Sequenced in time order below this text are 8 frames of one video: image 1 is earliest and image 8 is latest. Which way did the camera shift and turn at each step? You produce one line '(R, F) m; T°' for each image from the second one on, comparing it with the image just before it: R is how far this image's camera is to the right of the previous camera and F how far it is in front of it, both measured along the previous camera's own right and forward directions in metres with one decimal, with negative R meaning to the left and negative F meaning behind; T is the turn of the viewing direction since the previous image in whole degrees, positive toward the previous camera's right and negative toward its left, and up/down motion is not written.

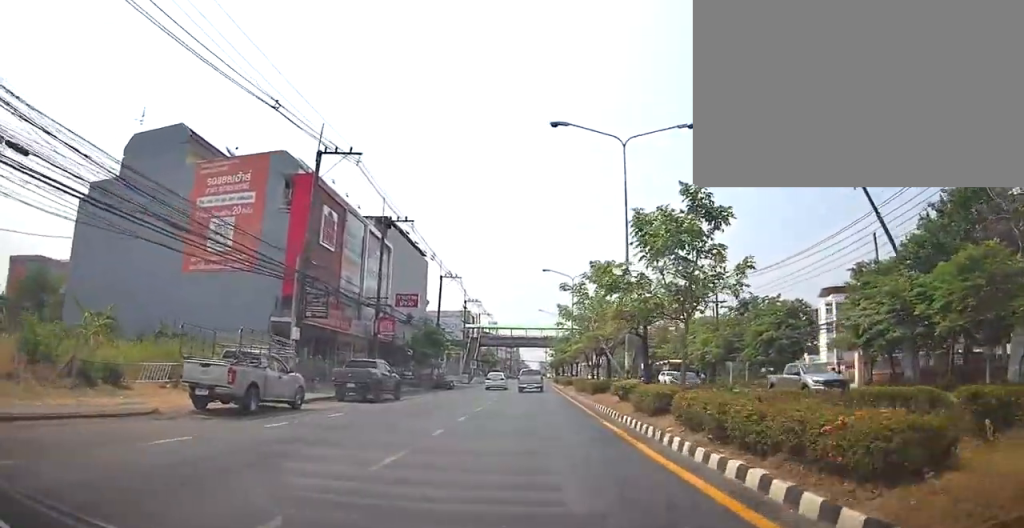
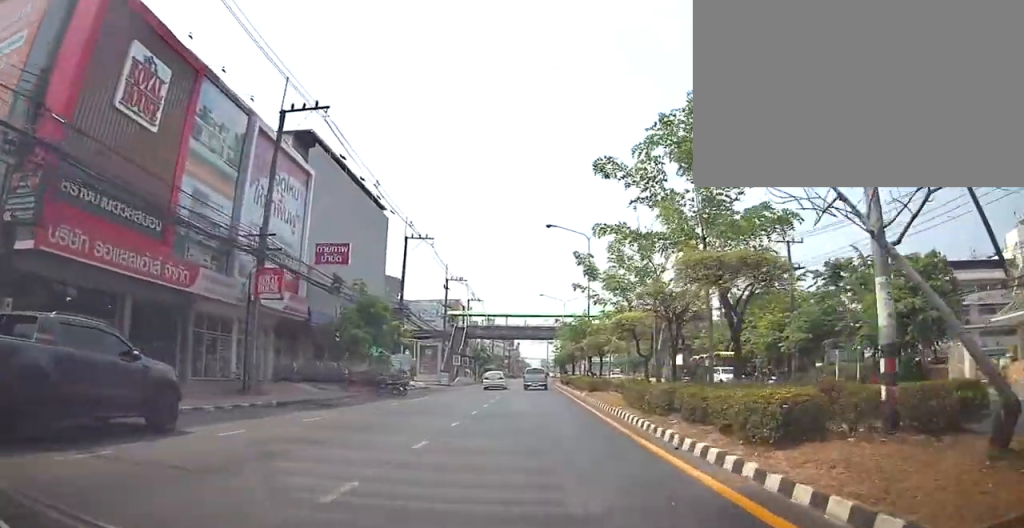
(-0.2, +19.1) m; 0°
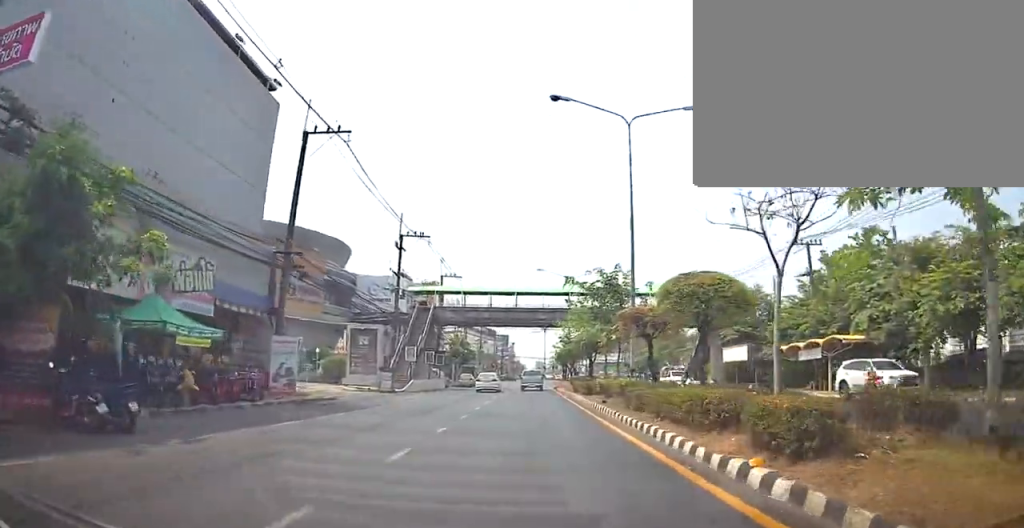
(+0.9, +22.2) m; +1°
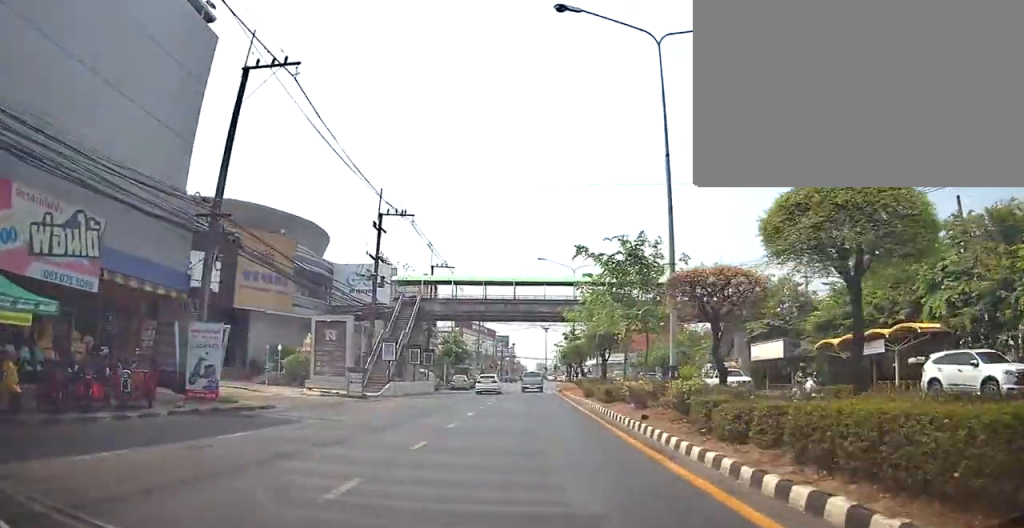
(+0.2, +6.8) m; -2°
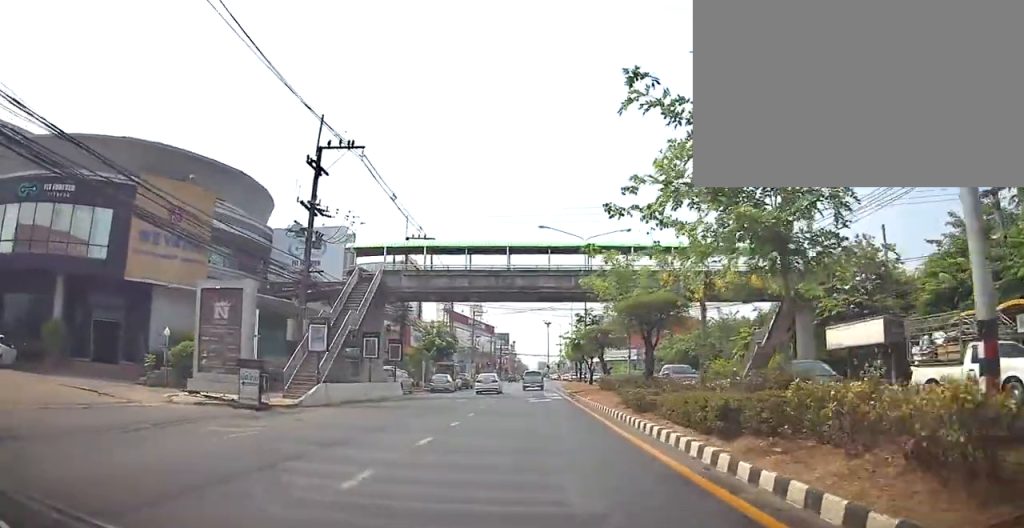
(-0.7, +12.1) m; -1°
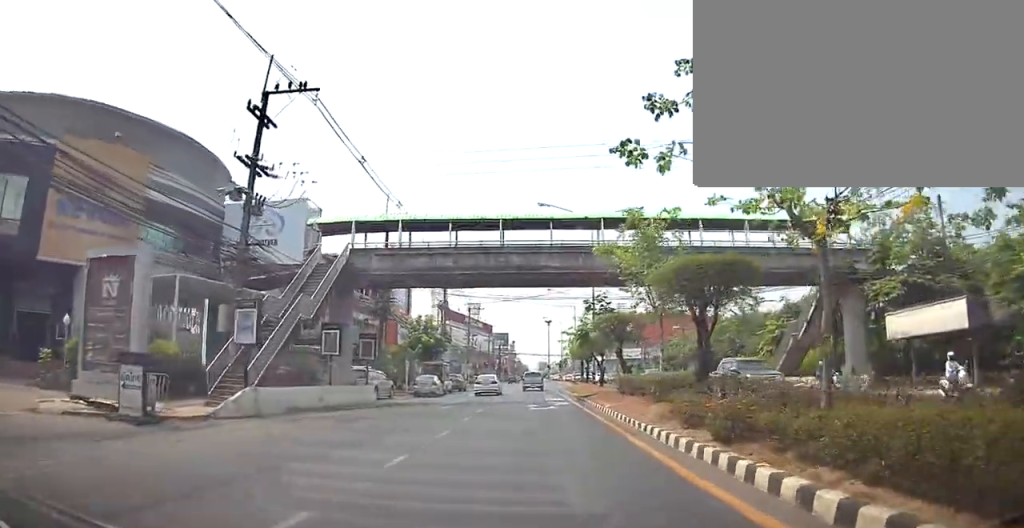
(+0.1, +6.3) m; +1°
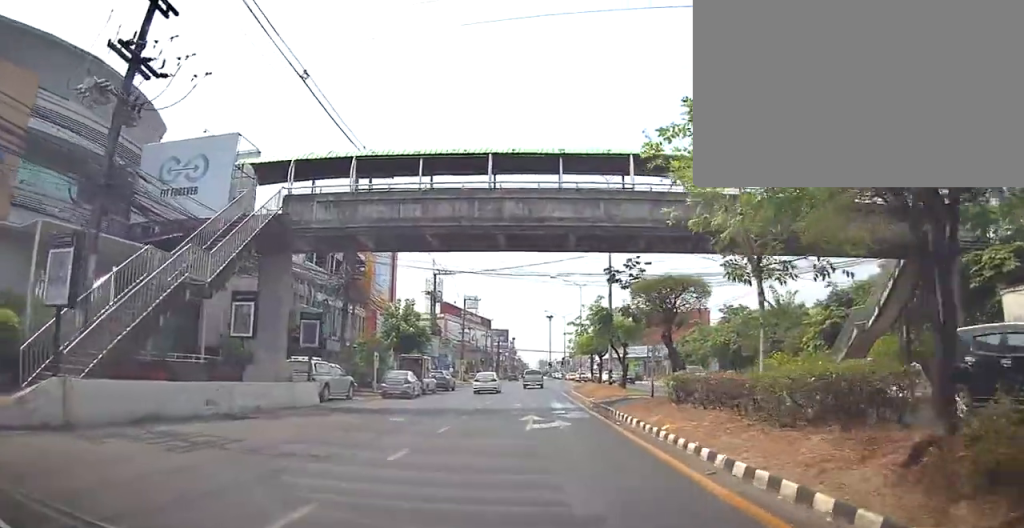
(+0.3, +8.1) m; +2°
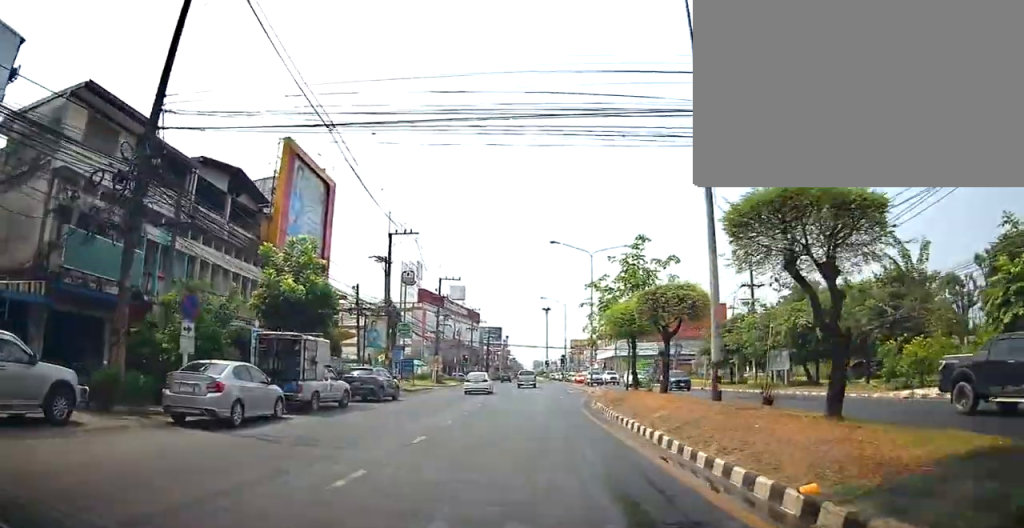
(-0.1, +18.4) m; 0°
